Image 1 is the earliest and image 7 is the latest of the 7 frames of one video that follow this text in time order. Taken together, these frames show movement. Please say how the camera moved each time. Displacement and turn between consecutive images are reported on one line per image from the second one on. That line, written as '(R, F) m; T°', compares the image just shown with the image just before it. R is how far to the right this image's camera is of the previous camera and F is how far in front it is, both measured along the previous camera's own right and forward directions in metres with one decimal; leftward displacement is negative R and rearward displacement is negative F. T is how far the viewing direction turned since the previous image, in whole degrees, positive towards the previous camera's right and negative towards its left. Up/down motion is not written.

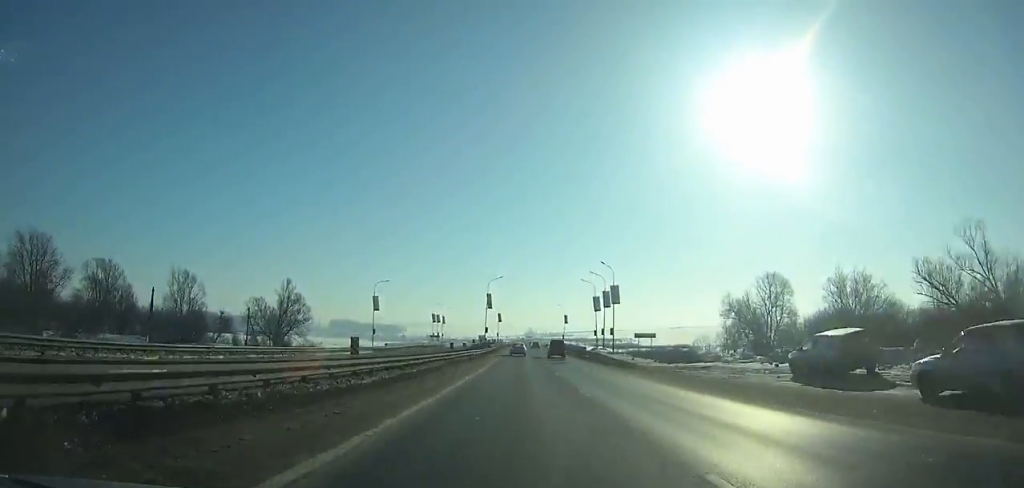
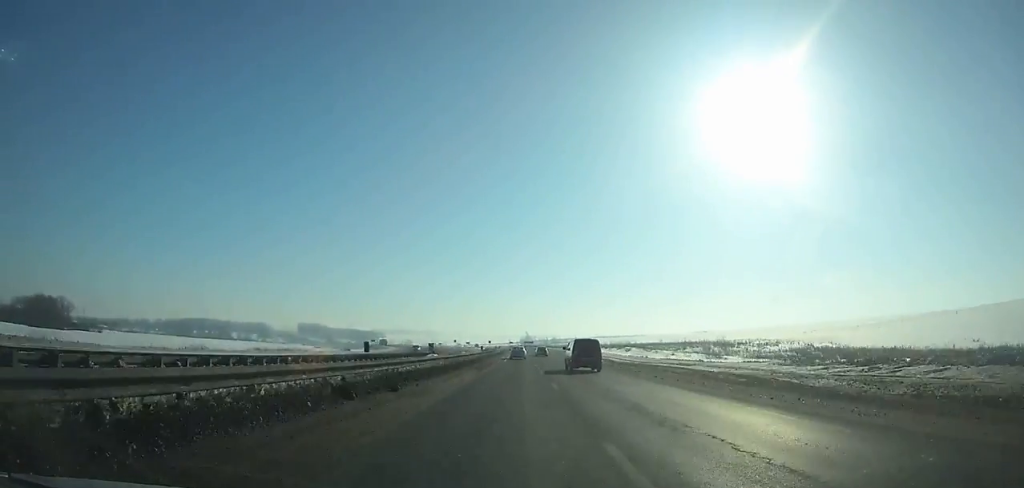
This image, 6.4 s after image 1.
(+0.4, +181.8) m; 0°
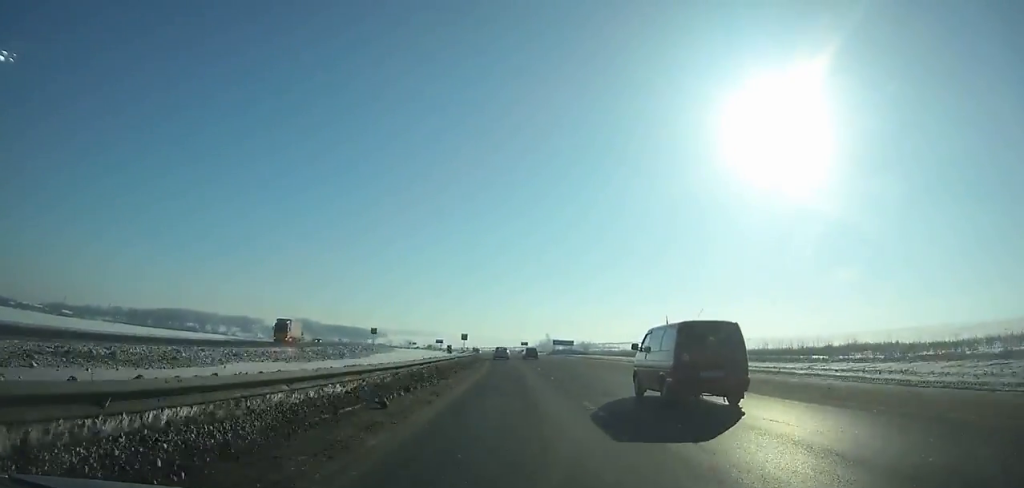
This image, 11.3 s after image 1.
(-2.4, +137.0) m; -4°
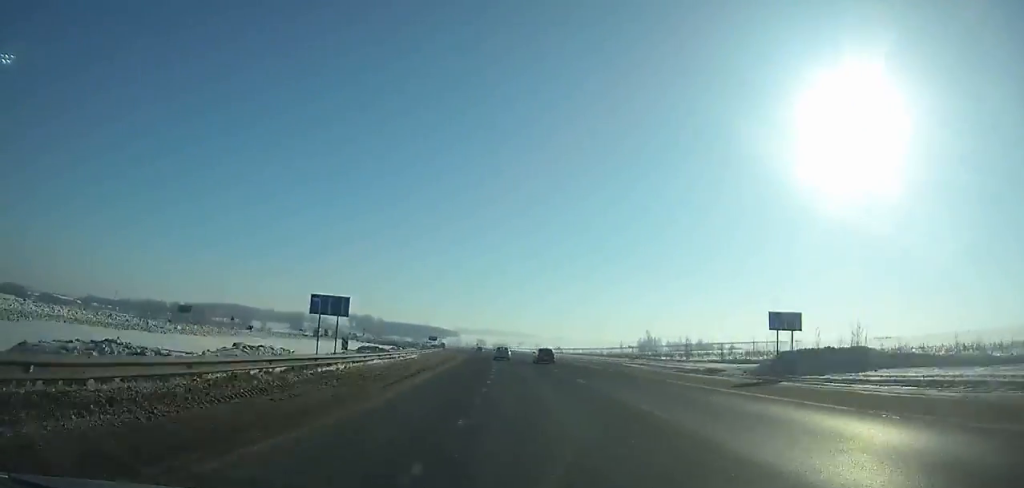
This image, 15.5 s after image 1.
(-7.1, +117.0) m; -7°
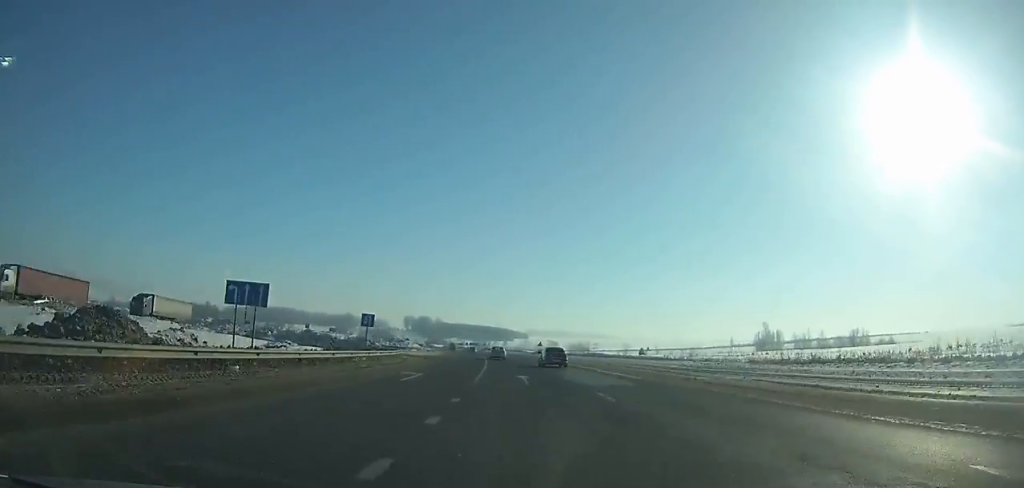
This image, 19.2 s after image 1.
(-5.7, +101.8) m; -7°
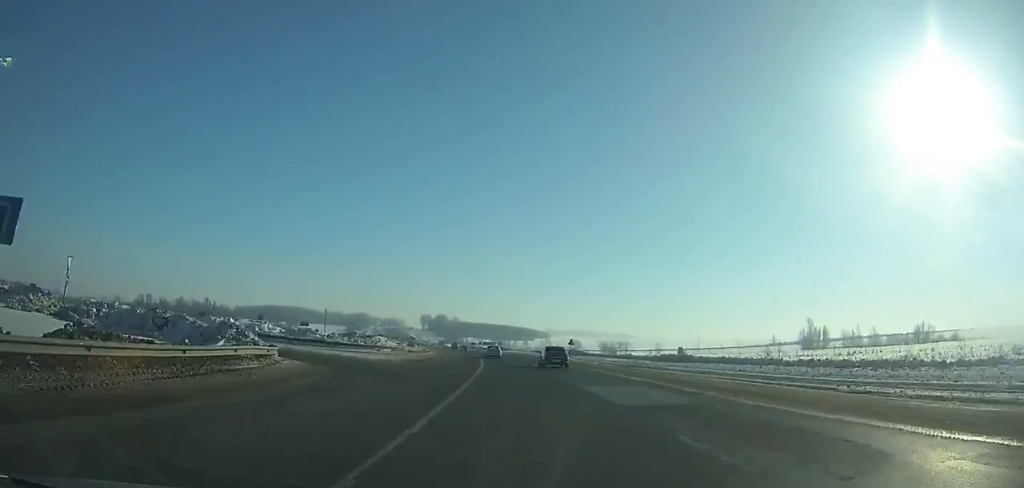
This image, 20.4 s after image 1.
(-1.0, +32.5) m; -2°
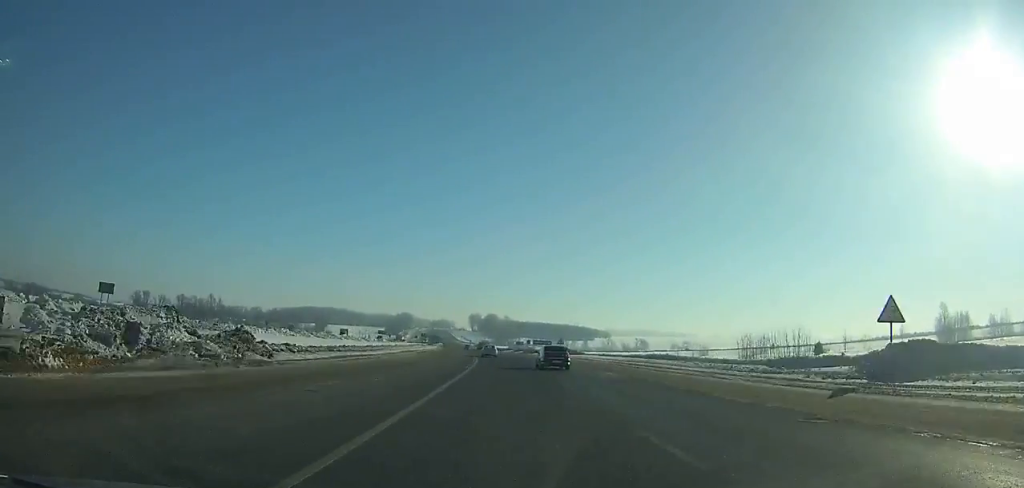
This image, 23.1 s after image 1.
(-3.3, +72.8) m; -5°
